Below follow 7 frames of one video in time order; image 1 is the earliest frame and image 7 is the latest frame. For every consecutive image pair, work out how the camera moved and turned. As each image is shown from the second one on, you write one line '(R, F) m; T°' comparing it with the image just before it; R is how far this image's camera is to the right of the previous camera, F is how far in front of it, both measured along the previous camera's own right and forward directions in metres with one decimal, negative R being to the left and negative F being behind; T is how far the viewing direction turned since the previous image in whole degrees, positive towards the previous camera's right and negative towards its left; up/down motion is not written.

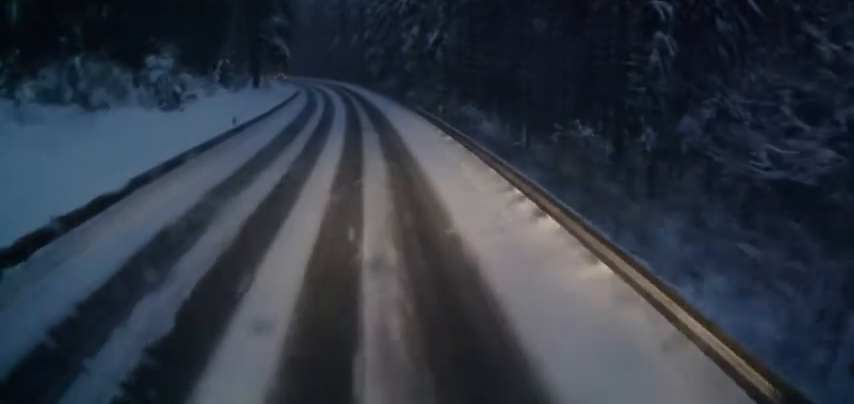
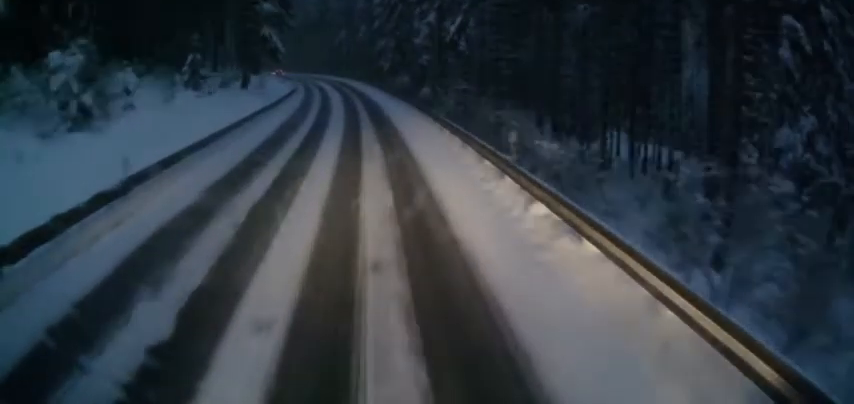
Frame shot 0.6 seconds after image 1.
(-0.2, +8.4) m; -3°
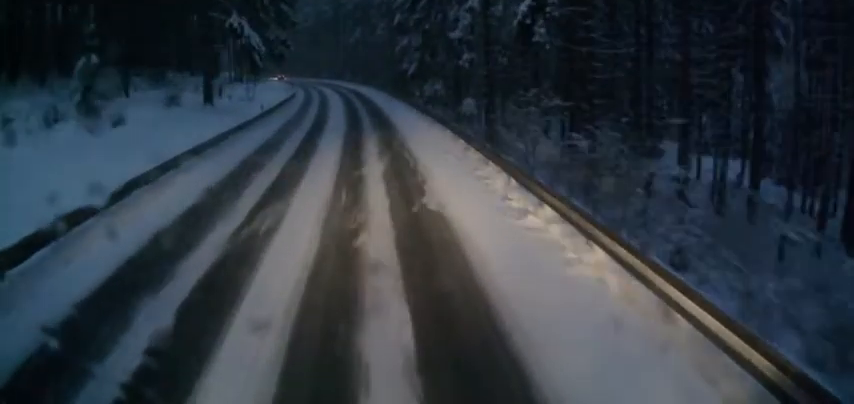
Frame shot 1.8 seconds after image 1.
(-0.6, +15.5) m; -1°
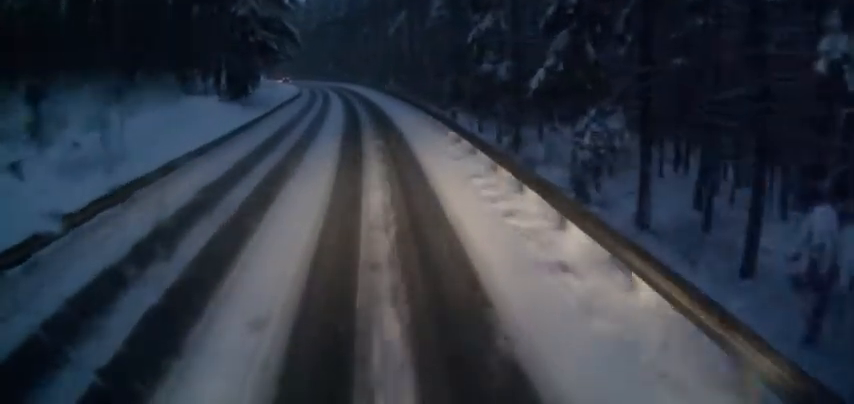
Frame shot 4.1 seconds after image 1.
(0.0, +30.9) m; -5°
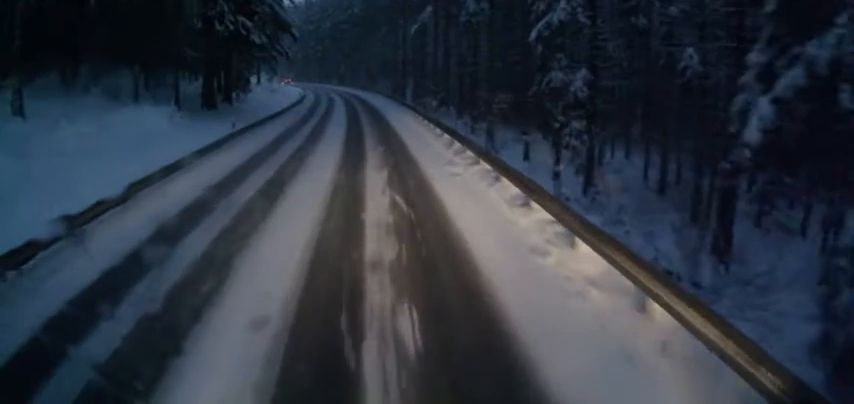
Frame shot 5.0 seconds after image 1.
(-0.7, +12.2) m; -4°
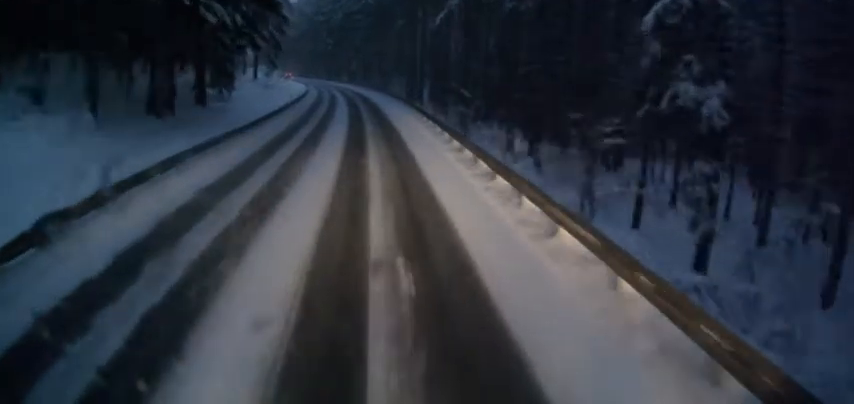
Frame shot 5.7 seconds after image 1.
(-0.3, +10.7) m; -1°
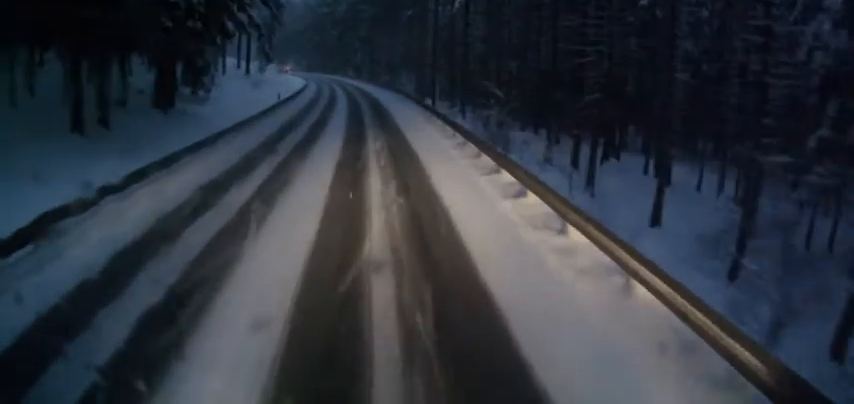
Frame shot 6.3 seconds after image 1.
(+0.3, +7.9) m; 0°
